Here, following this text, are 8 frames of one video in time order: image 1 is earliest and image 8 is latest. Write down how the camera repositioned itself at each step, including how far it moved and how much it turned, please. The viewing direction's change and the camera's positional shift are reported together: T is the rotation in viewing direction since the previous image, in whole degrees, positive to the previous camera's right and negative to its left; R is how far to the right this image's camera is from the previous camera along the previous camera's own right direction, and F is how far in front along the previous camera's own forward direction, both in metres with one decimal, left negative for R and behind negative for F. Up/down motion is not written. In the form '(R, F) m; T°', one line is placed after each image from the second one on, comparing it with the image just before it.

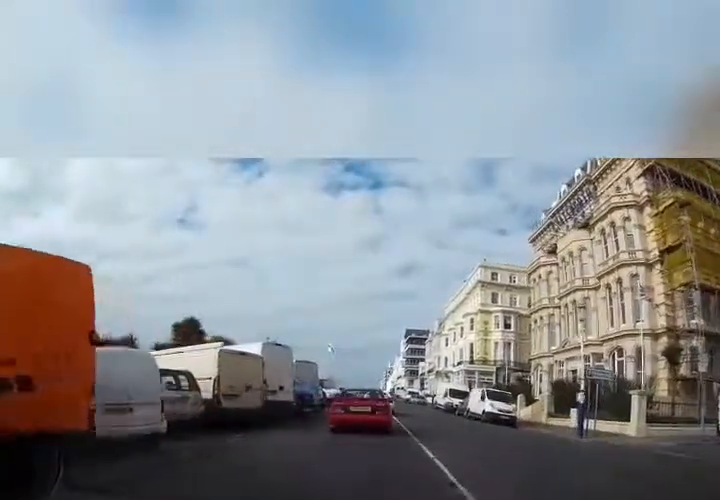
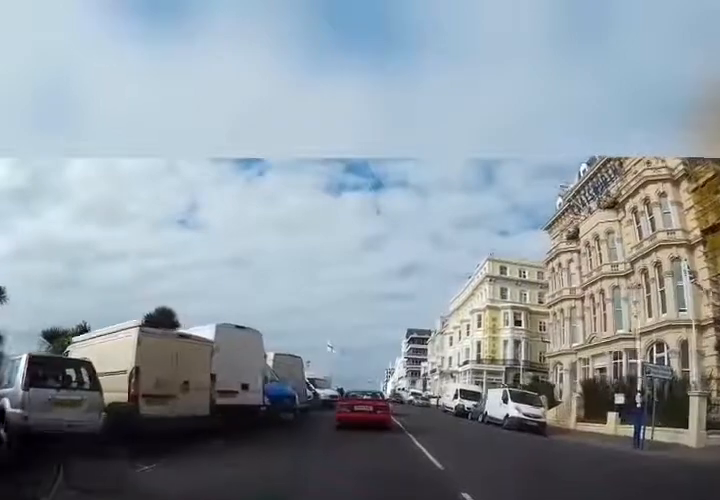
(-0.7, +4.8) m; -6°
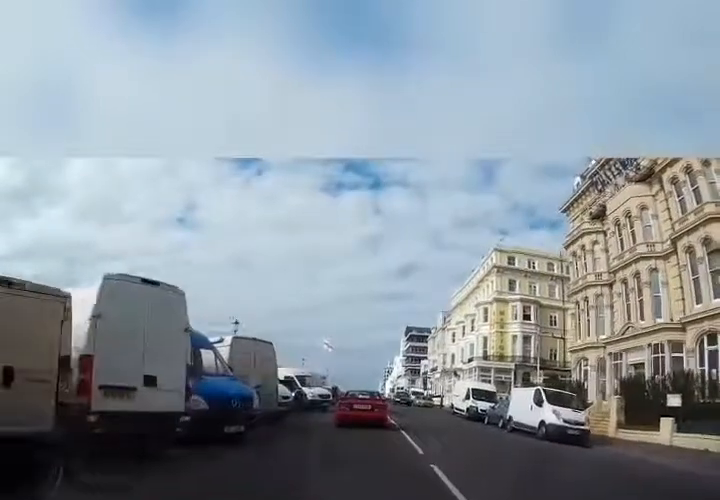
(+0.2, +4.6) m; +1°
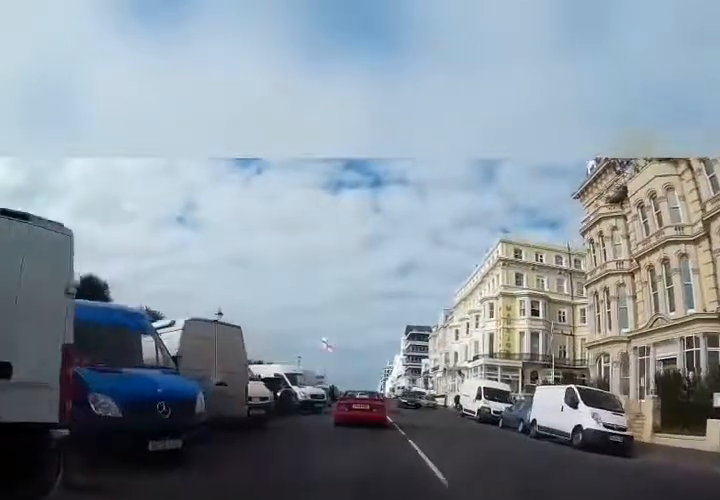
(-0.1, +2.8) m; +1°
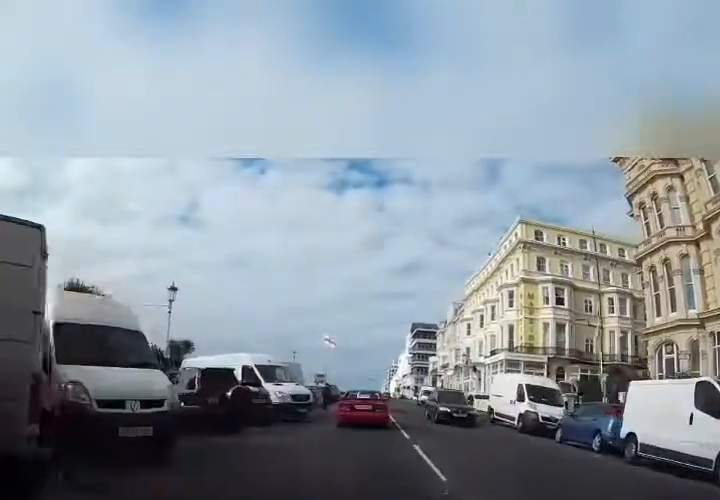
(+0.1, +5.9) m; 0°
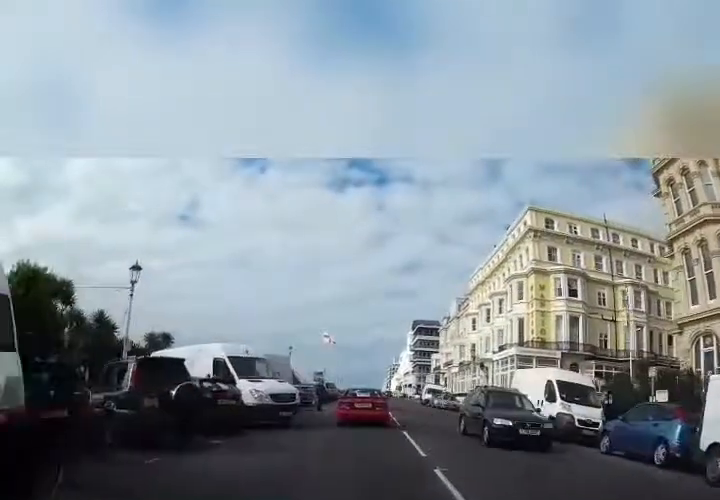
(0.0, +3.0) m; -1°
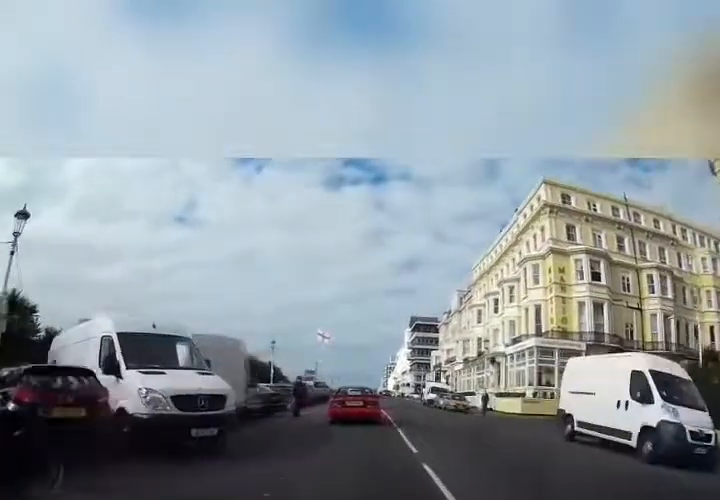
(-0.3, +6.0) m; -1°
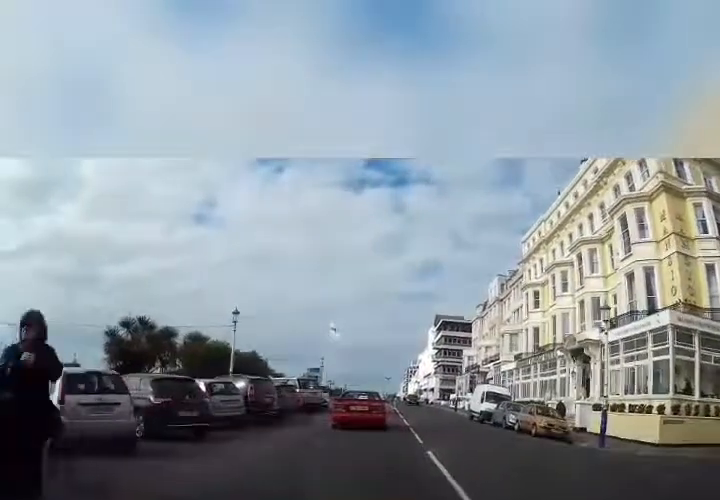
(+0.9, +15.2) m; +4°
